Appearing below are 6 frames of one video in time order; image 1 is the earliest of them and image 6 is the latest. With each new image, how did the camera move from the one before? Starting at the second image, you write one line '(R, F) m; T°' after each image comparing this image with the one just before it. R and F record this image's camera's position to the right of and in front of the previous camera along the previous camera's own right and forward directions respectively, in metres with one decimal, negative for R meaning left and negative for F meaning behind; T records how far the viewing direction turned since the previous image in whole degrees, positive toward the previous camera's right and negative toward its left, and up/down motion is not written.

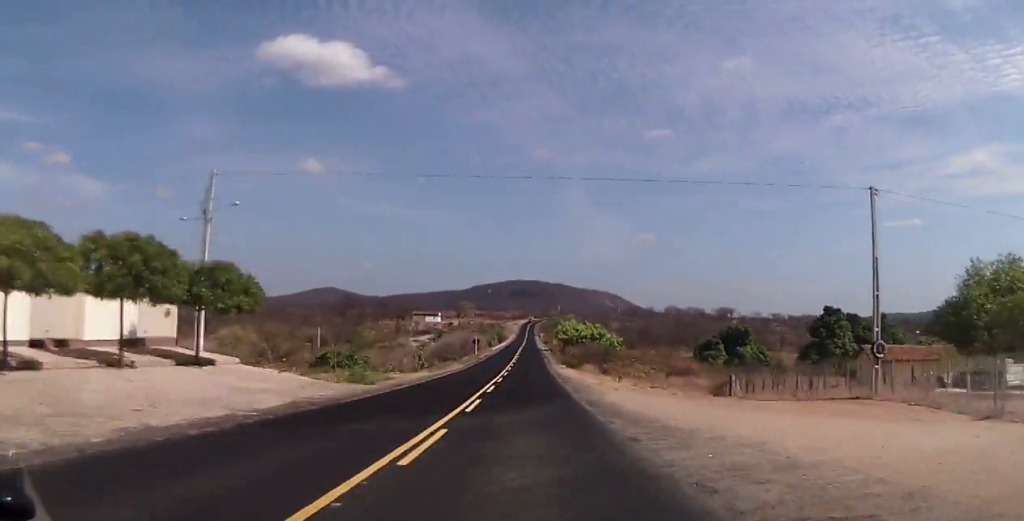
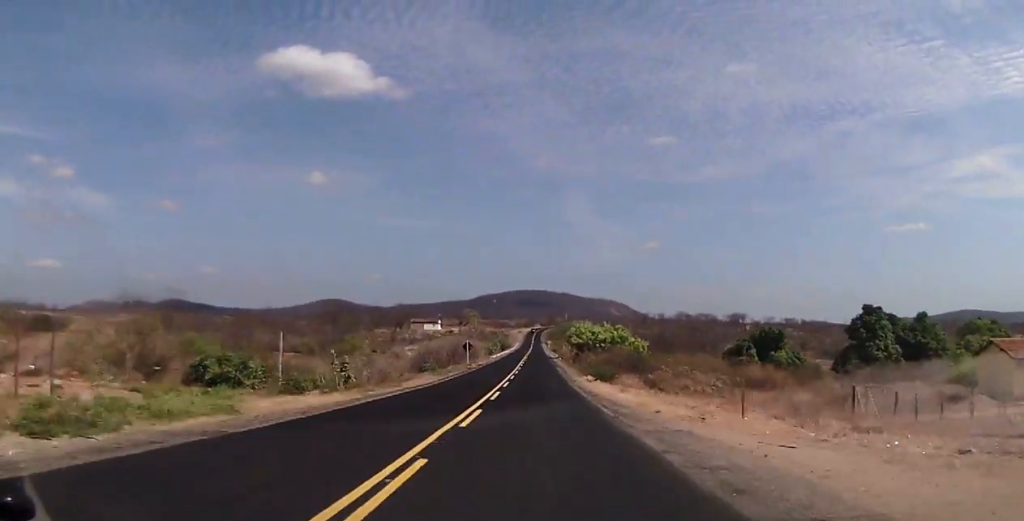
(-0.3, +19.7) m; -1°
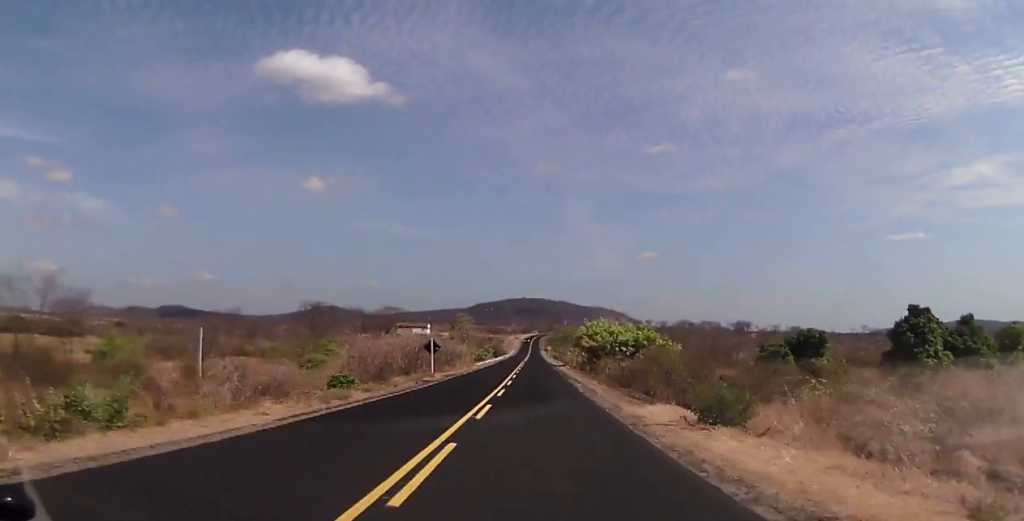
(+0.1, +22.7) m; -1°
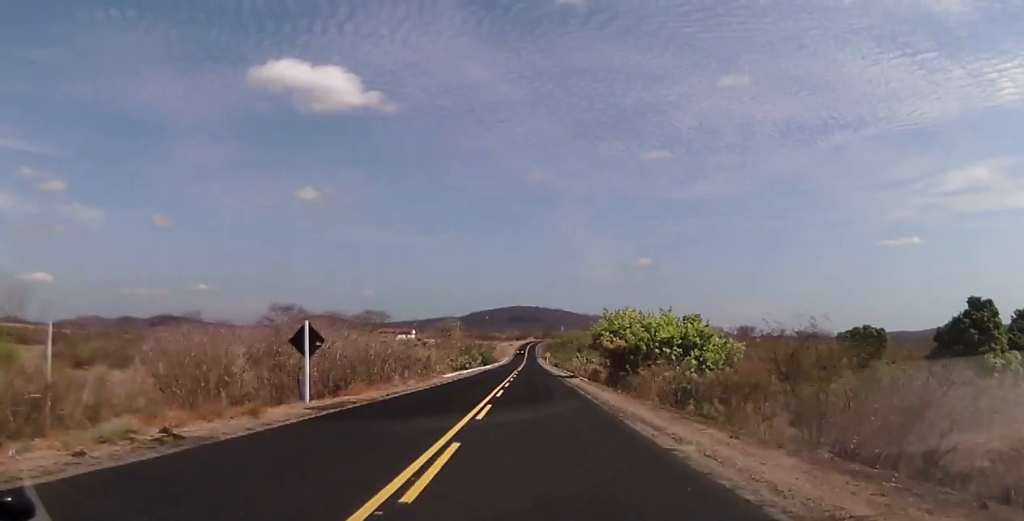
(-0.5, +24.2) m; -1°
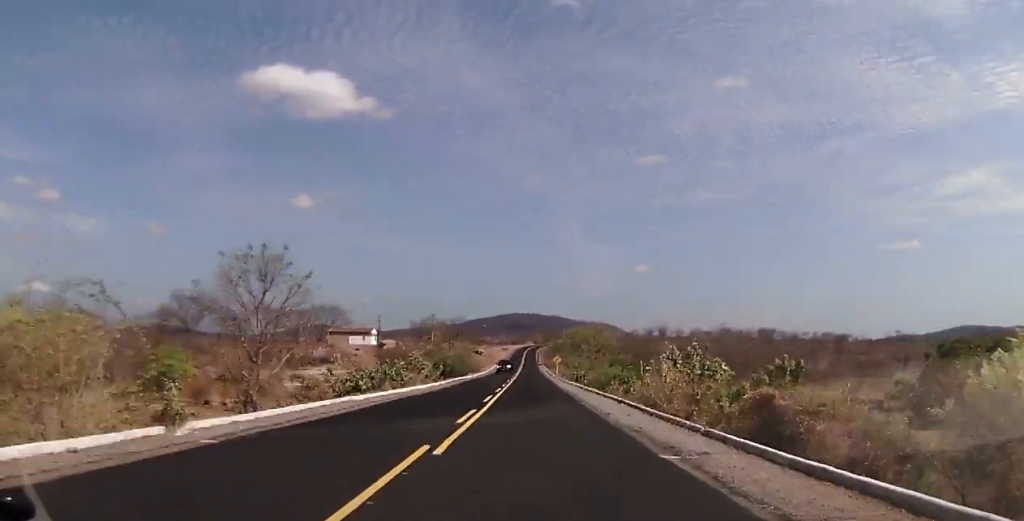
(+0.7, +58.2) m; +2°
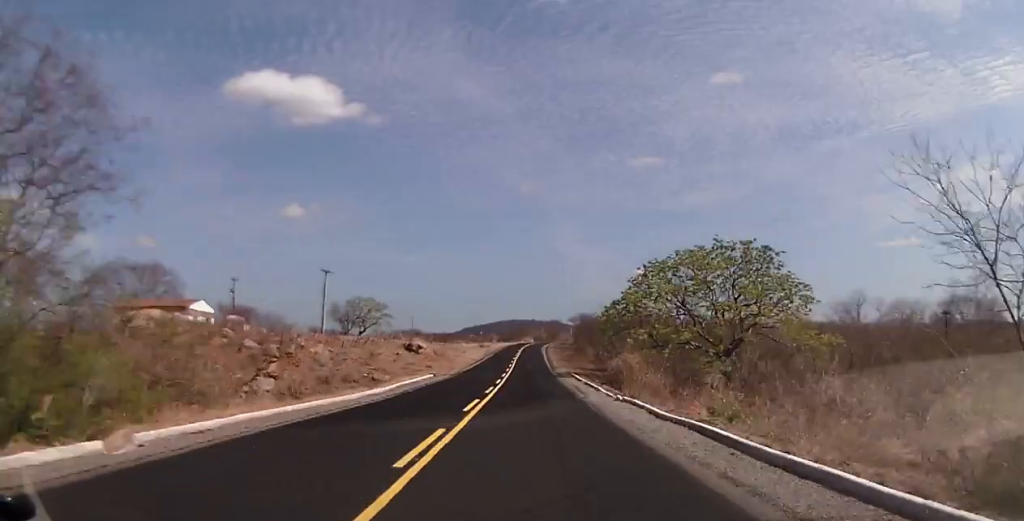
(-1.2, +99.0) m; 0°
